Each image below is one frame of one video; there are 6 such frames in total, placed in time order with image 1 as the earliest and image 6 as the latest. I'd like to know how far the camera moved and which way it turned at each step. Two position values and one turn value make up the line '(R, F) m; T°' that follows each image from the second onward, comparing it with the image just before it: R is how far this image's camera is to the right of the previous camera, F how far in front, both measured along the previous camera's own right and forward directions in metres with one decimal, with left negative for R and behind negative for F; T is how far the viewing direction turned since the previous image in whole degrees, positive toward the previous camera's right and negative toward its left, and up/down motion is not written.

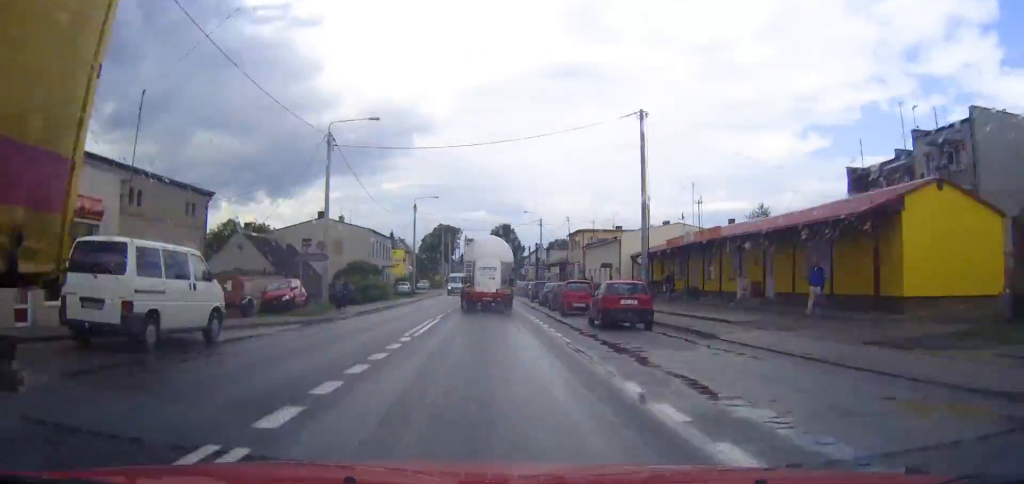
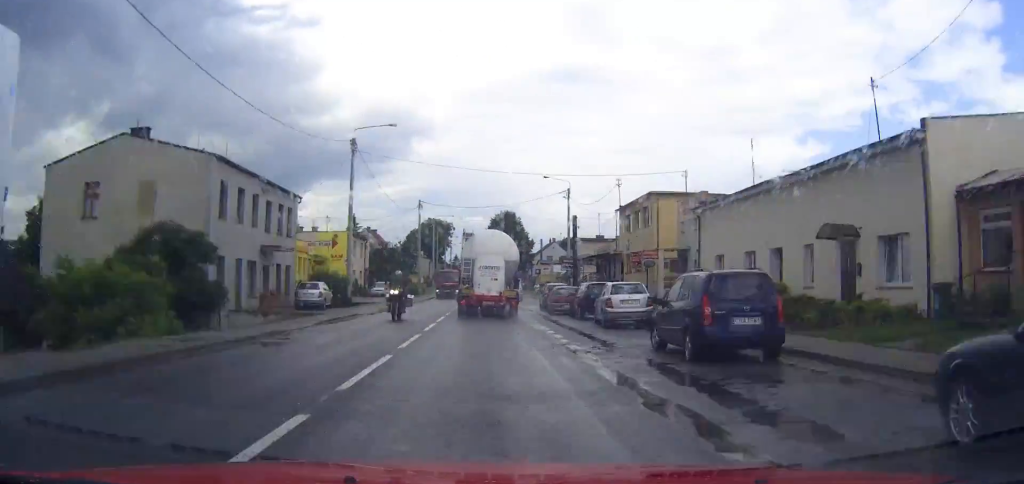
(0.0, +41.4) m; 0°
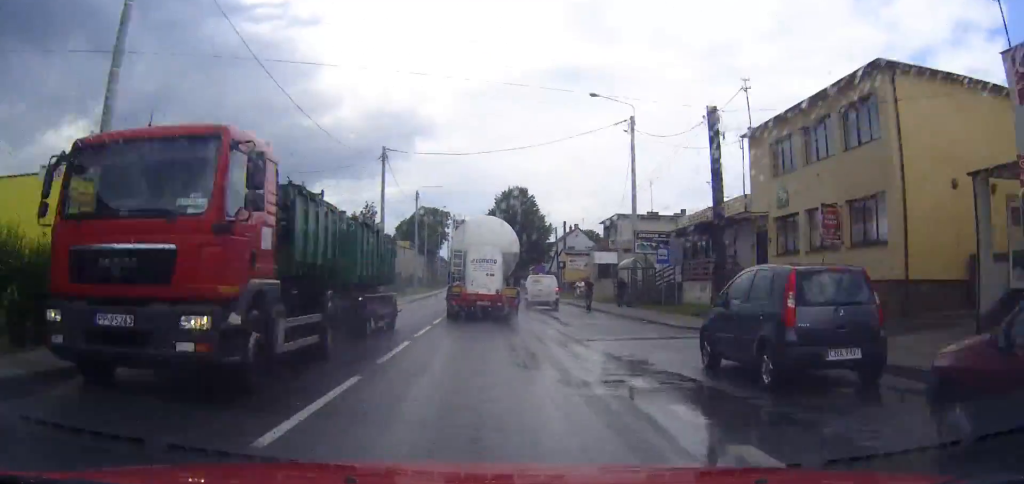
(-0.1, +32.7) m; 0°
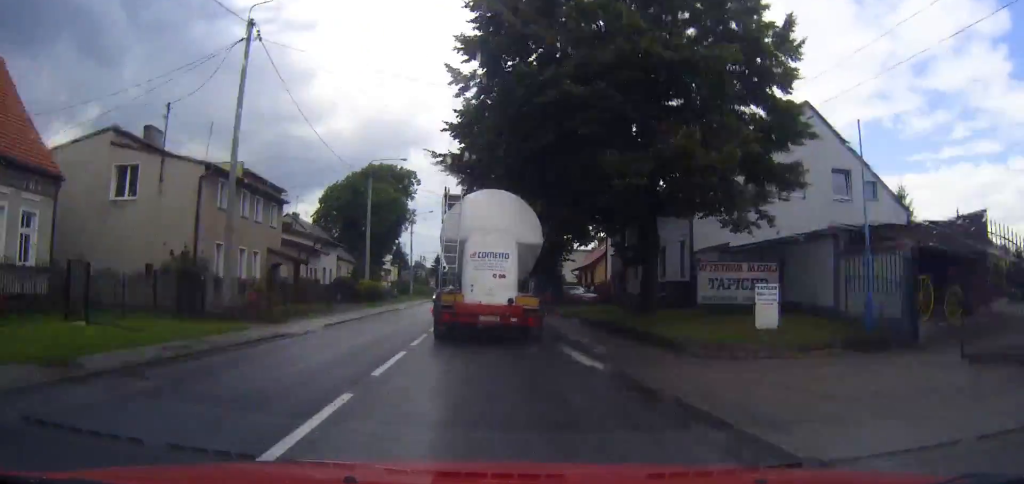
(+0.8, +85.0) m; +1°
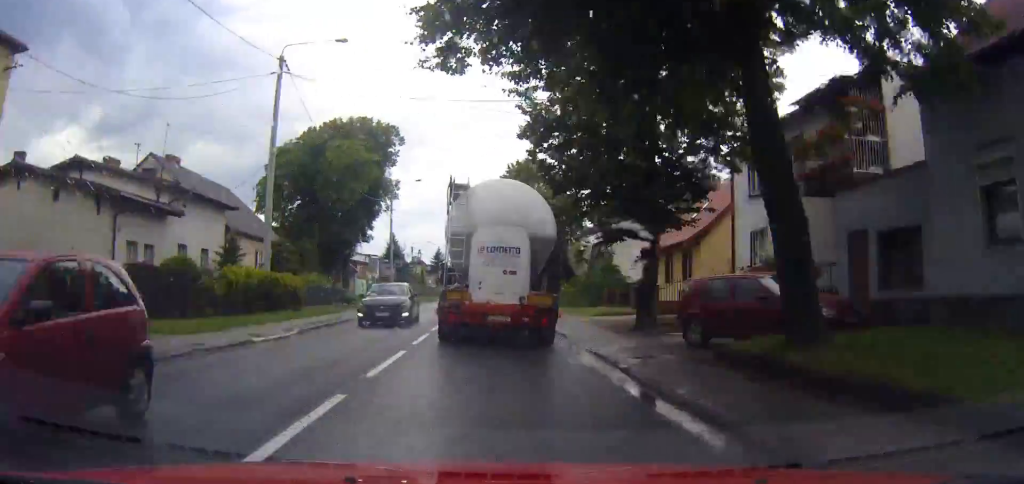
(-0.2, +31.5) m; 0°
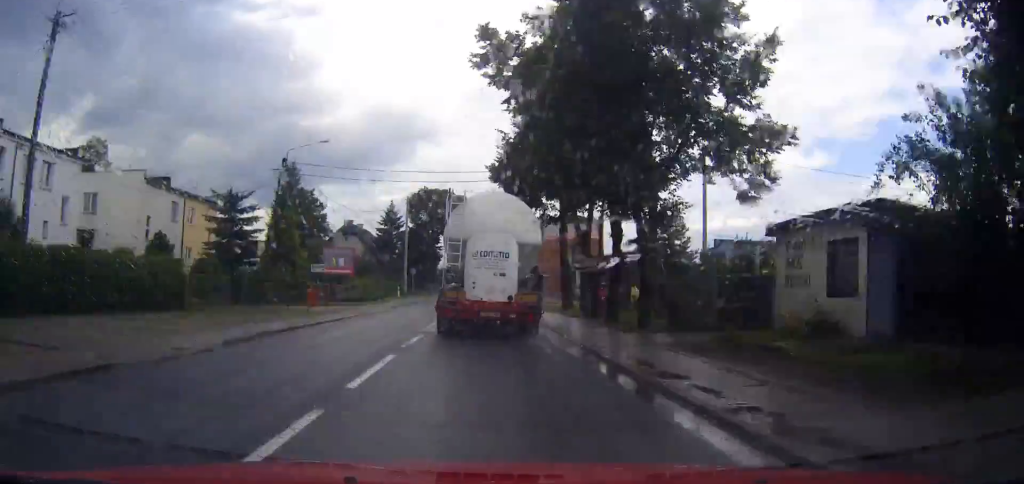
(+0.2, +104.6) m; +1°
